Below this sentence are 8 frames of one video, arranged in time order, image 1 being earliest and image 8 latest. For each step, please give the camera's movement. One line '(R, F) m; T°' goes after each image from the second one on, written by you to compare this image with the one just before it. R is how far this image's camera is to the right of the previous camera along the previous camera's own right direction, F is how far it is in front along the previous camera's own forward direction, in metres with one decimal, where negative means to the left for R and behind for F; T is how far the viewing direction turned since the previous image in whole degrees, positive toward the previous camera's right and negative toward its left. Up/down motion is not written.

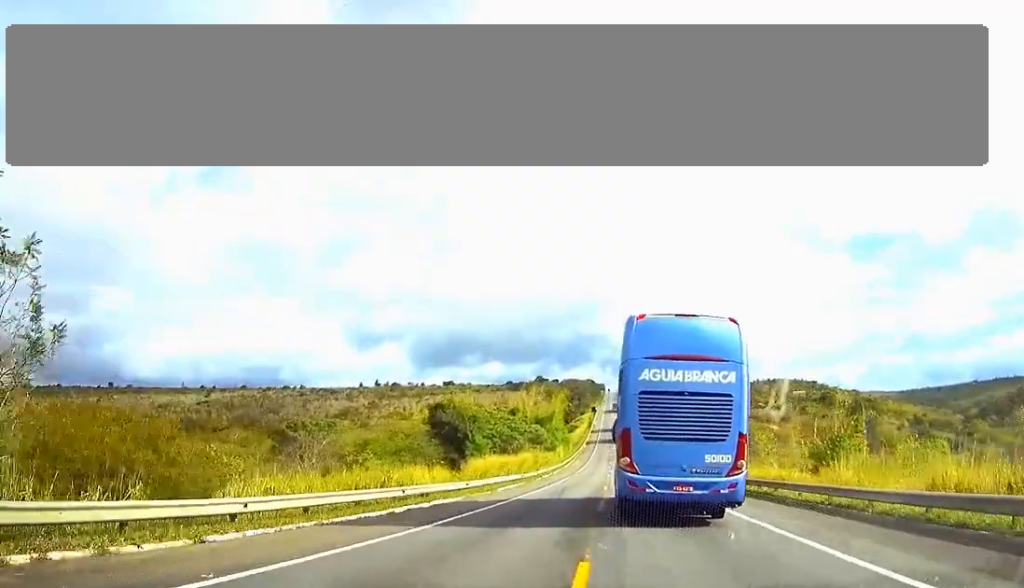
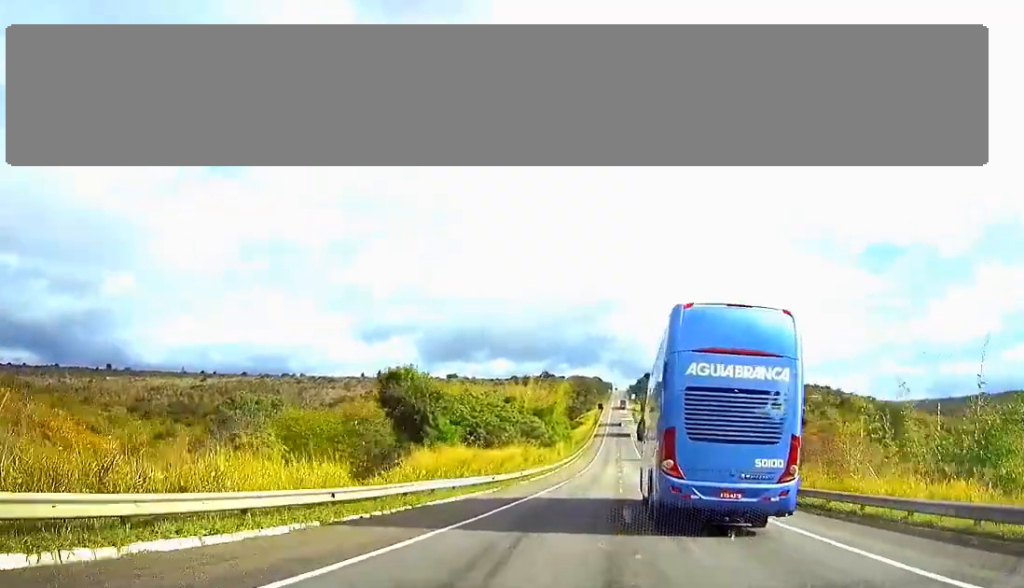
(+0.1, +21.0) m; 0°
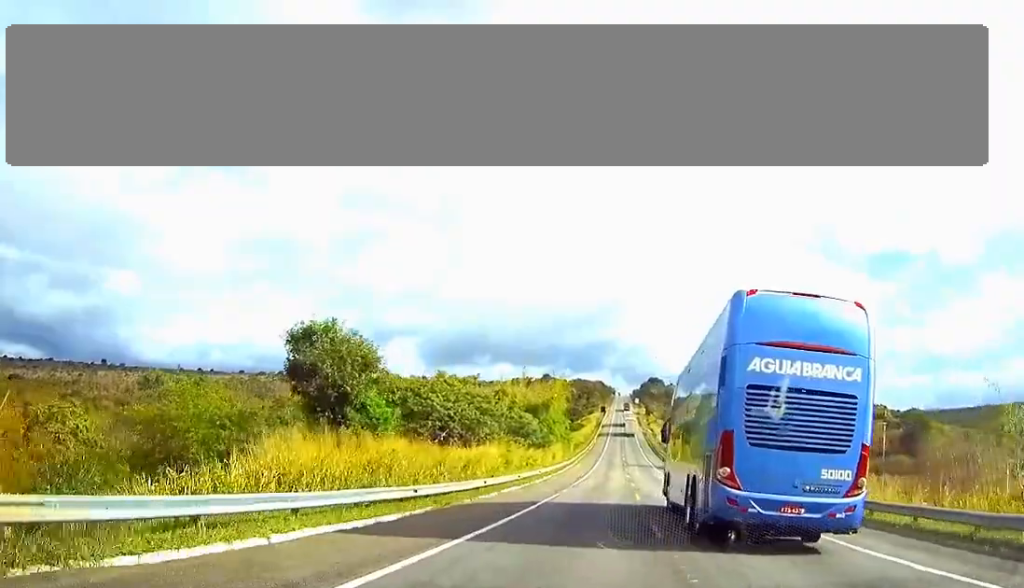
(0.0, +18.7) m; 0°
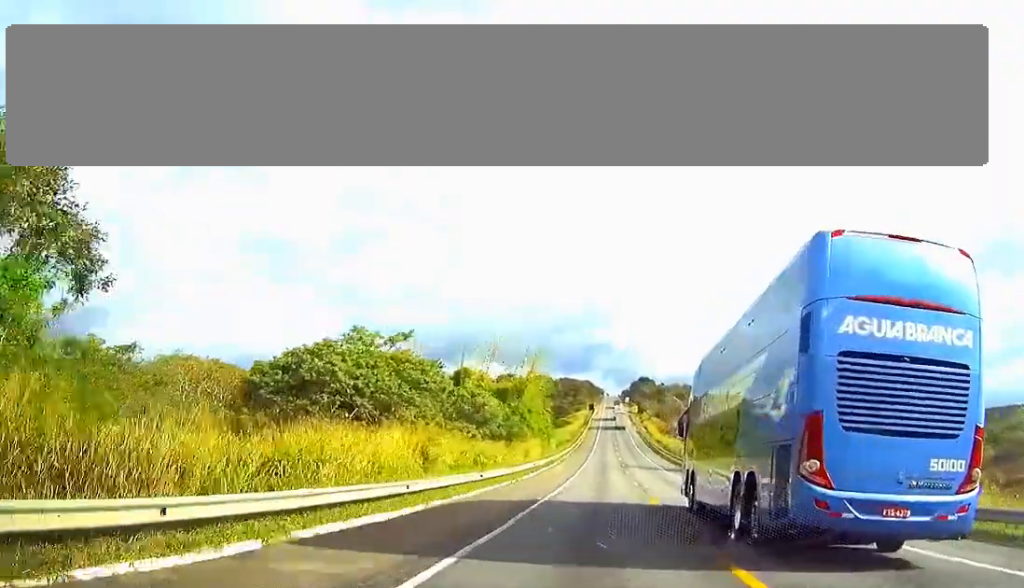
(0.0, +26.6) m; 0°
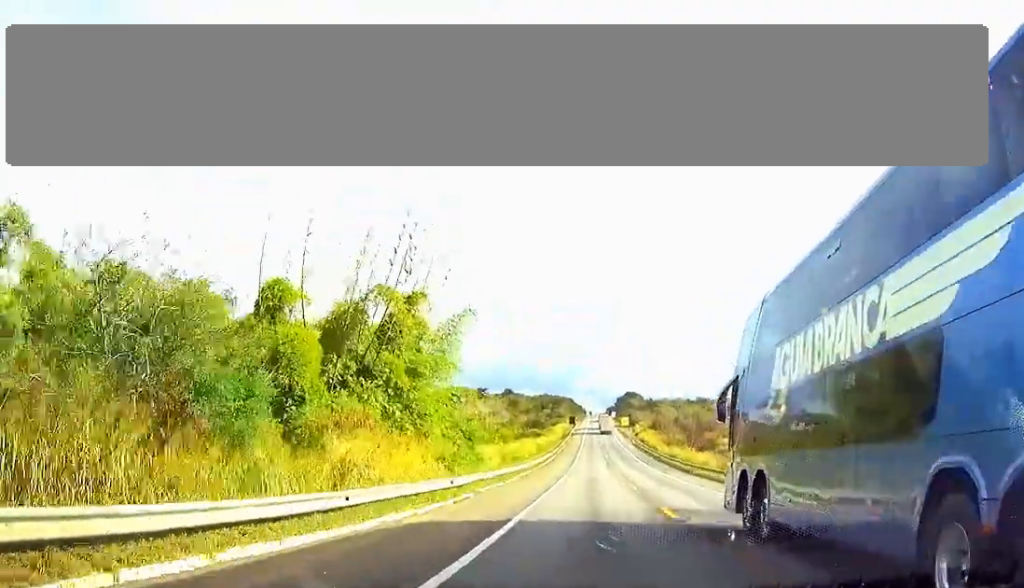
(0.0, +53.1) m; 0°
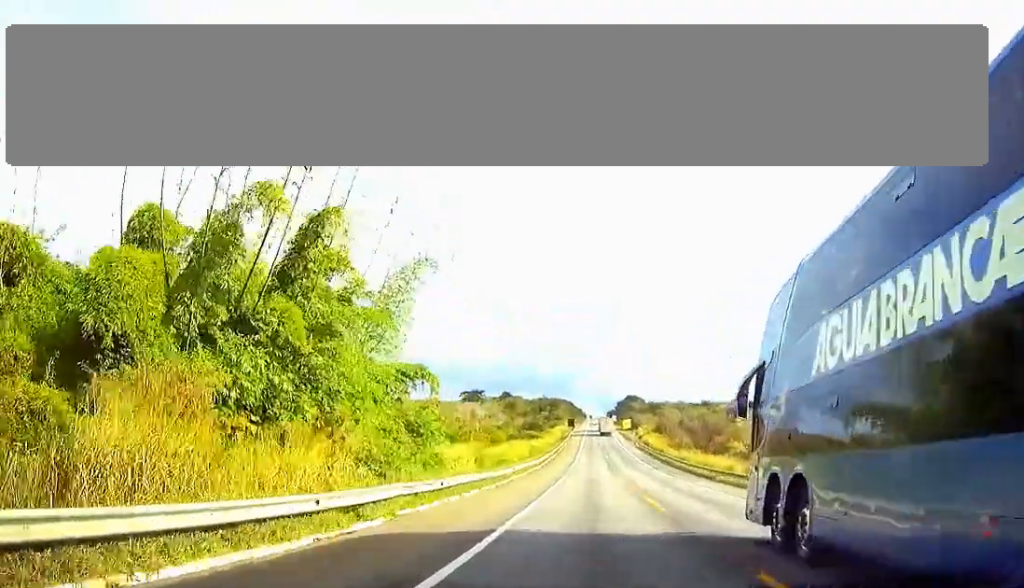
(0.0, +13.6) m; 0°
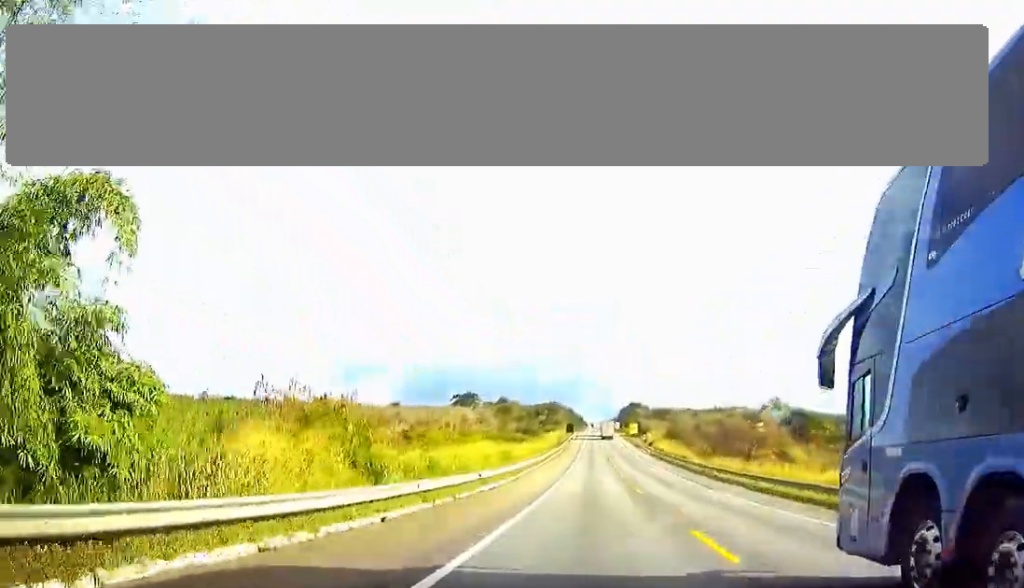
(0.0, +27.6) m; 0°
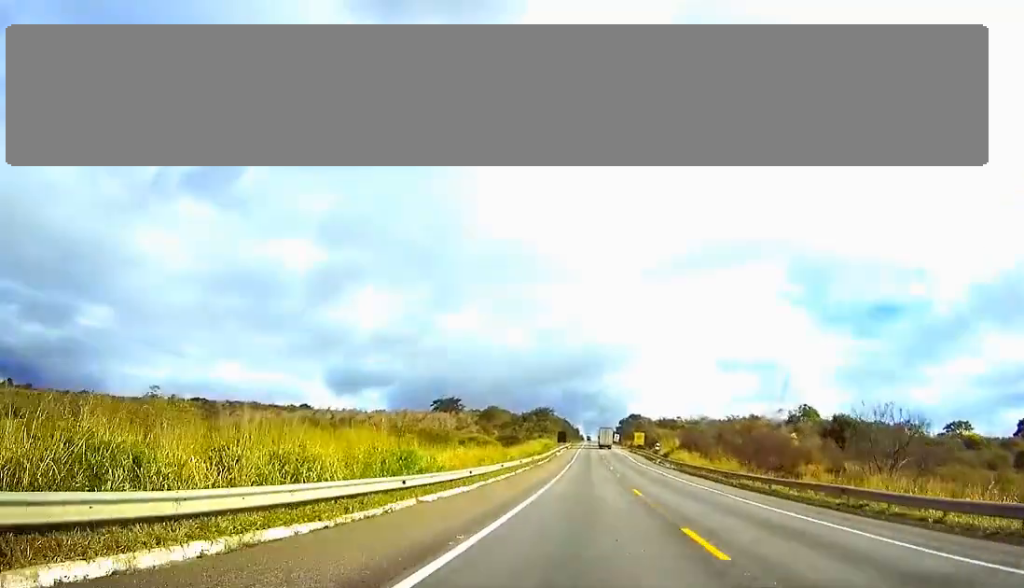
(0.0, +37.1) m; +1°
